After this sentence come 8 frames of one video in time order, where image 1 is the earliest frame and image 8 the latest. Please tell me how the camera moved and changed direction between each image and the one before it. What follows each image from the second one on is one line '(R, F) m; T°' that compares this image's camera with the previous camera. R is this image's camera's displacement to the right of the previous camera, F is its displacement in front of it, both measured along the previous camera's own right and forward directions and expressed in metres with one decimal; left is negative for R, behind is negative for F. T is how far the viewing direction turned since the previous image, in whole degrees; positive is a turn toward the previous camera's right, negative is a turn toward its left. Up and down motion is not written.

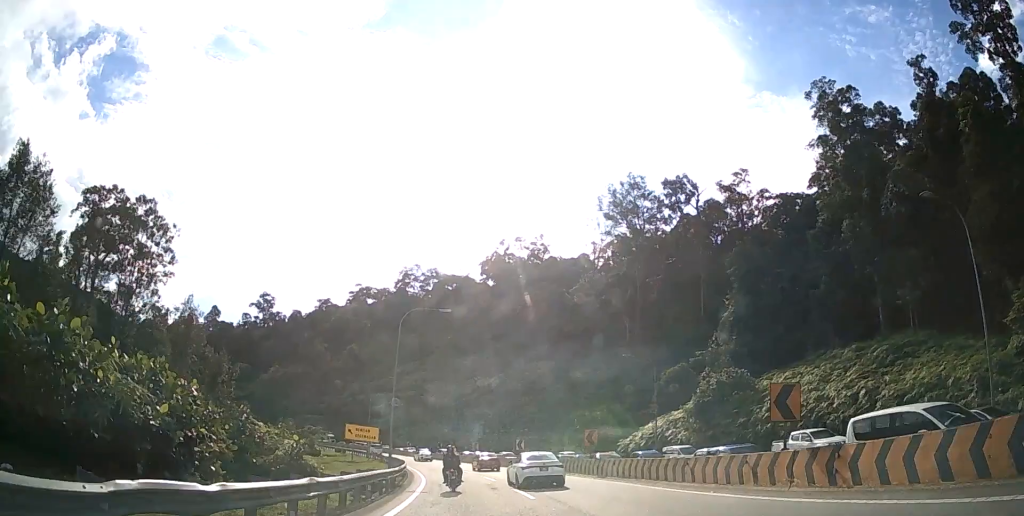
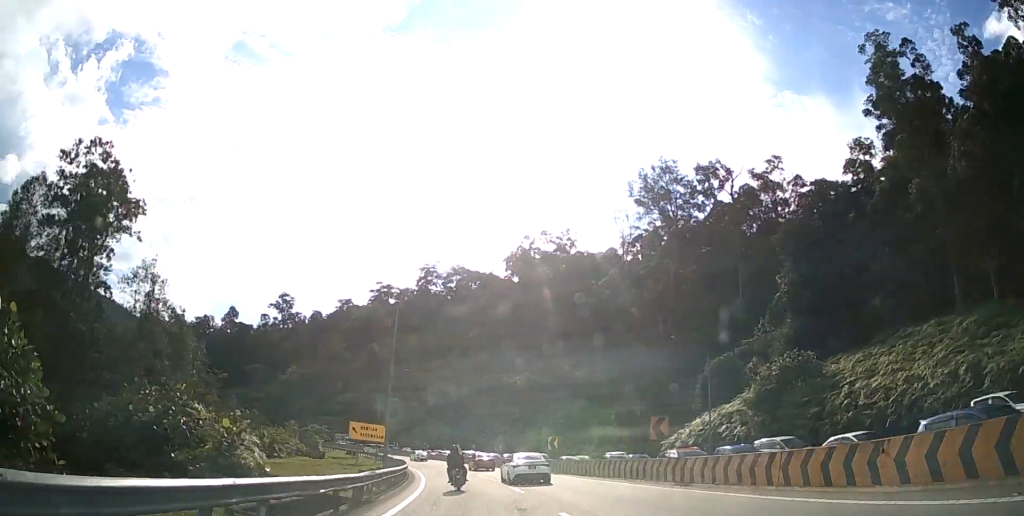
(-0.2, +9.2) m; -3°
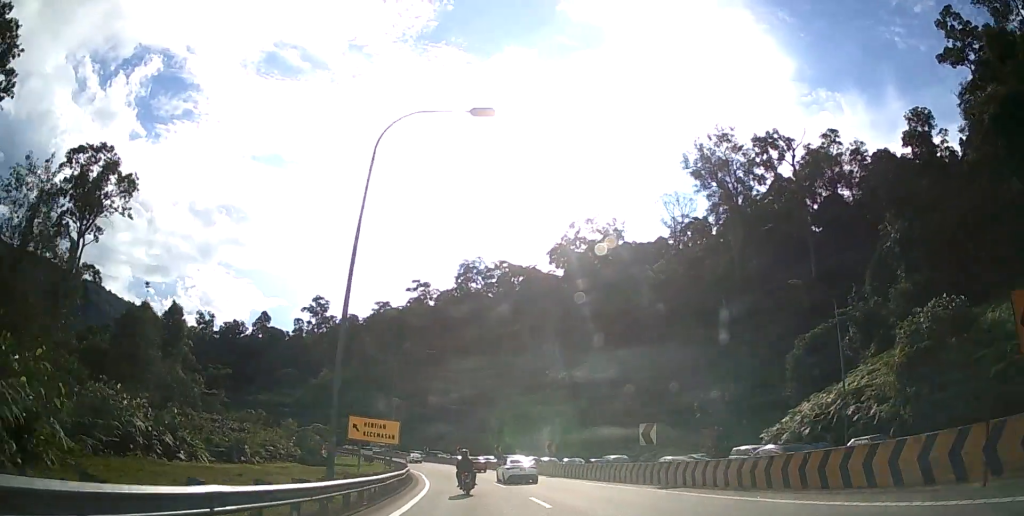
(-0.6, +15.6) m; -5°
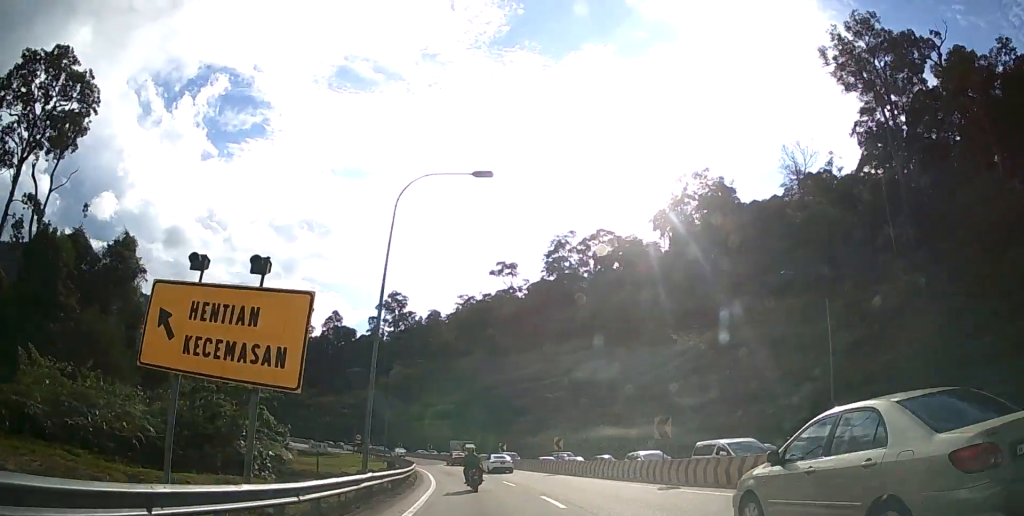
(-3.1, +35.6) m; -9°
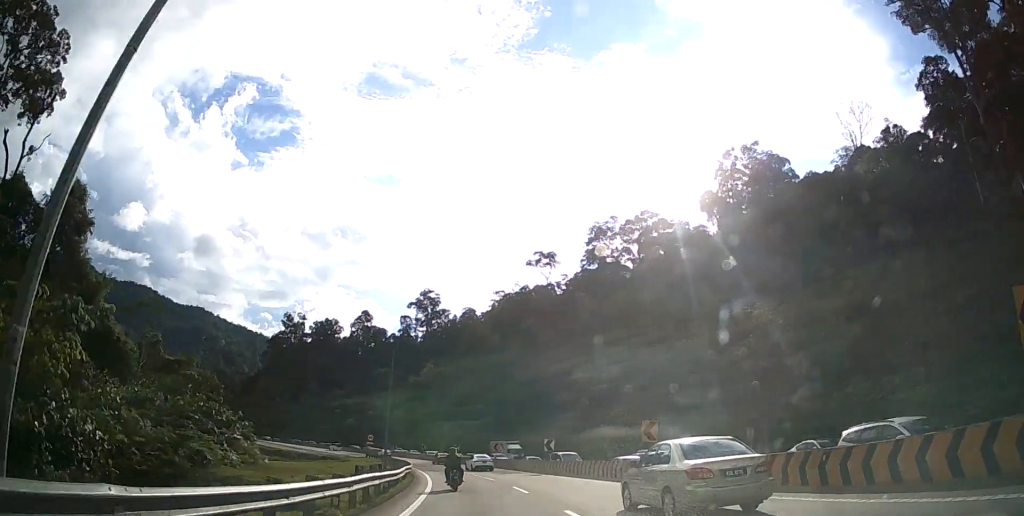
(-0.6, +16.5) m; -4°
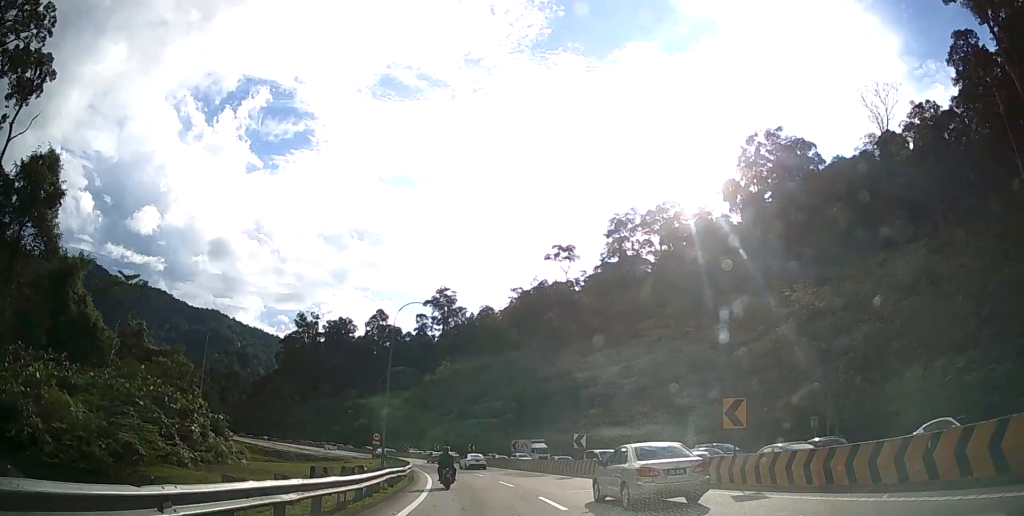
(0.0, +7.2) m; -2°
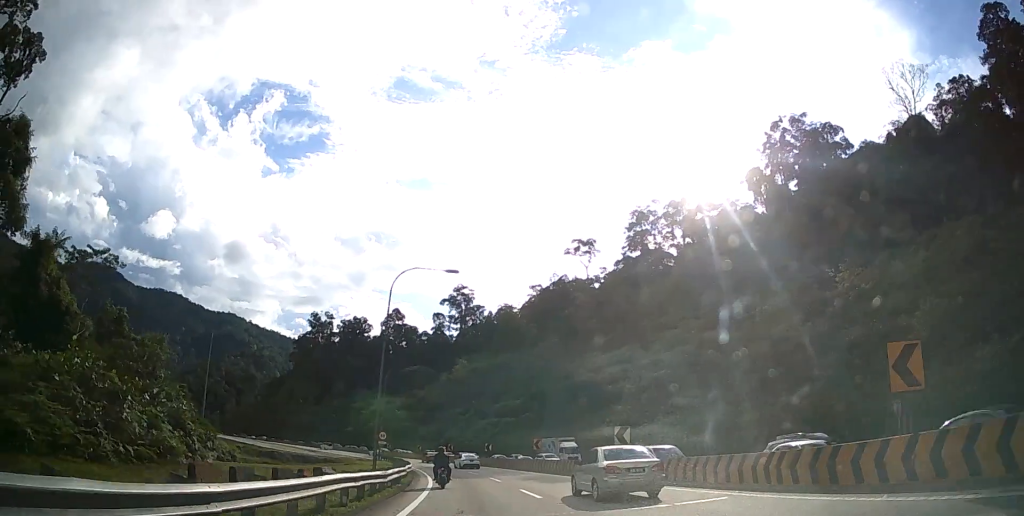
(-0.1, +7.2) m; -2°
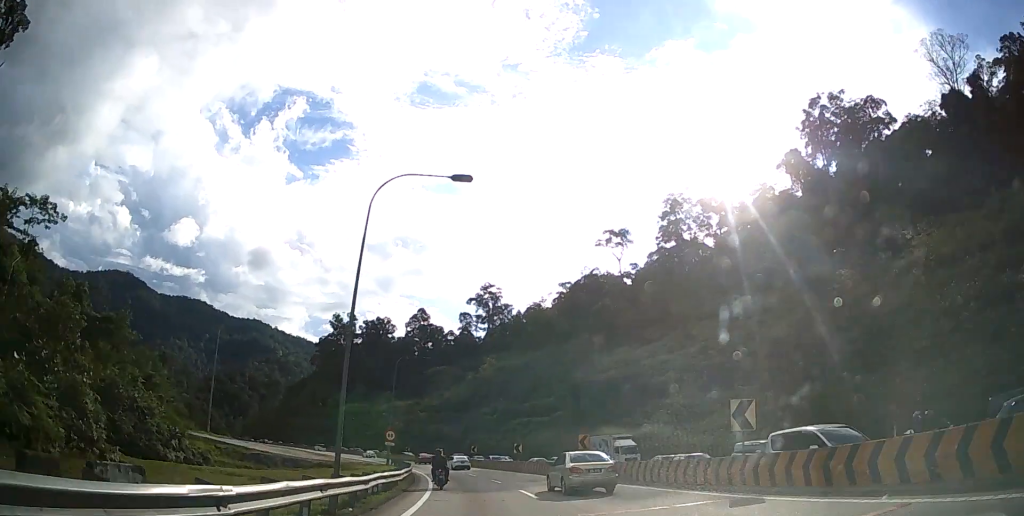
(-0.3, +11.0) m; -3°
